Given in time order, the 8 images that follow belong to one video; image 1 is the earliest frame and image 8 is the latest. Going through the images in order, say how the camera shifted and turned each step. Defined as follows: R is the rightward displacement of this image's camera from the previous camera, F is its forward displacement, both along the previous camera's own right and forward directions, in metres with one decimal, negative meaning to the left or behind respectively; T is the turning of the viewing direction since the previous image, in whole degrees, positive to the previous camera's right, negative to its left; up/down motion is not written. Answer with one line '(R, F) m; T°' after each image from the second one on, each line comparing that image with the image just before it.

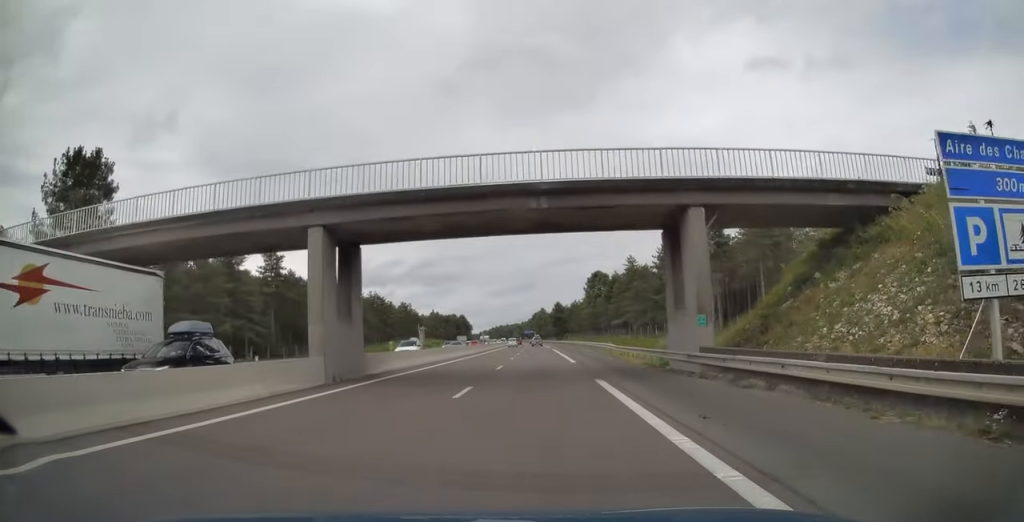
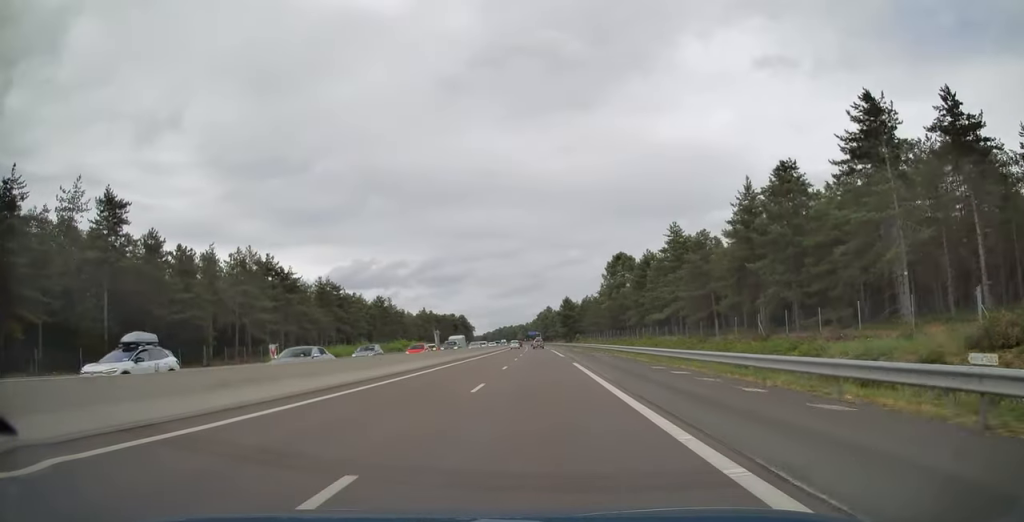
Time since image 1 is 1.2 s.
(-0.4, +37.7) m; -1°
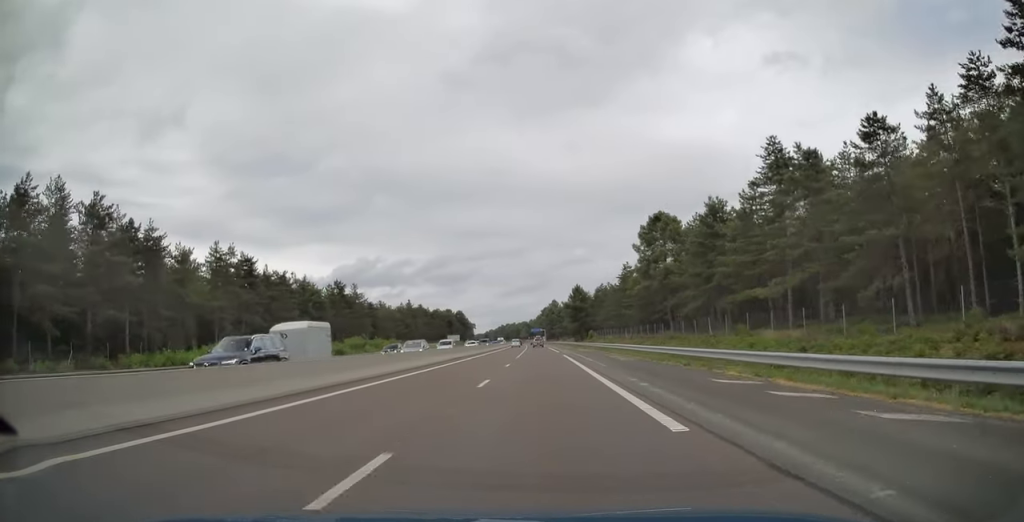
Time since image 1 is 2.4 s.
(-0.1, +38.8) m; 0°
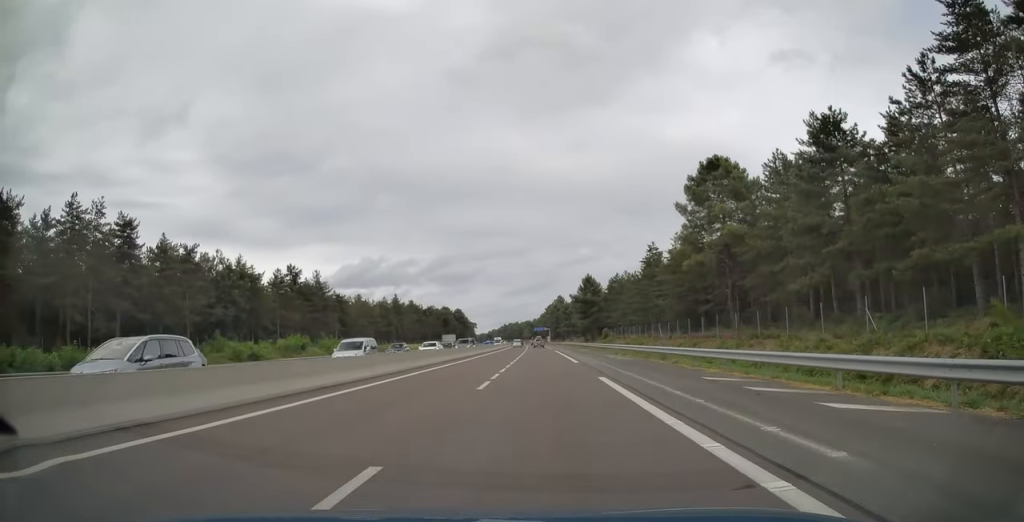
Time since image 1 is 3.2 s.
(-0.1, +27.4) m; 0°
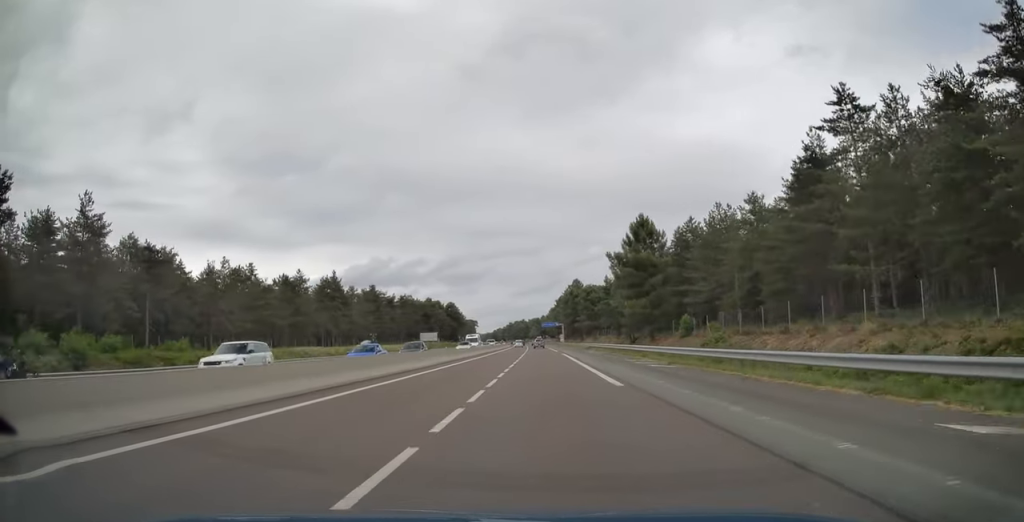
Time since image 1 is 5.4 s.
(-0.9, +69.4) m; -1°
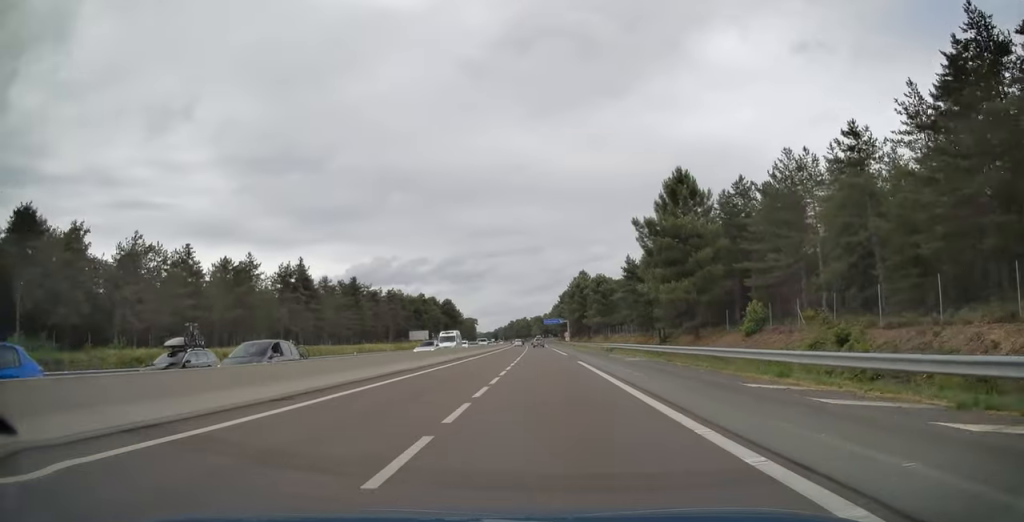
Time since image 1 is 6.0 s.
(0.0, +21.0) m; 0°
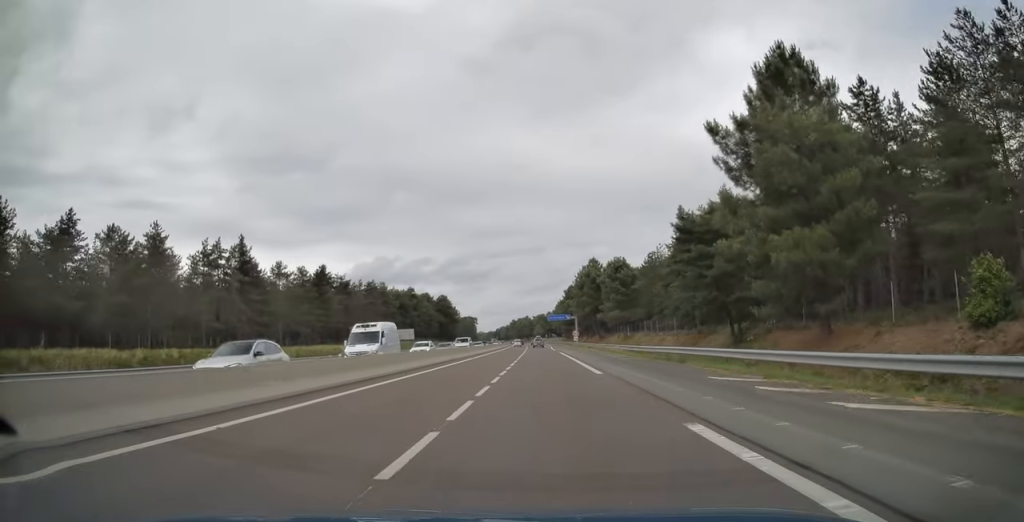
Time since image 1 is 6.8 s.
(+0.1, +25.8) m; 0°
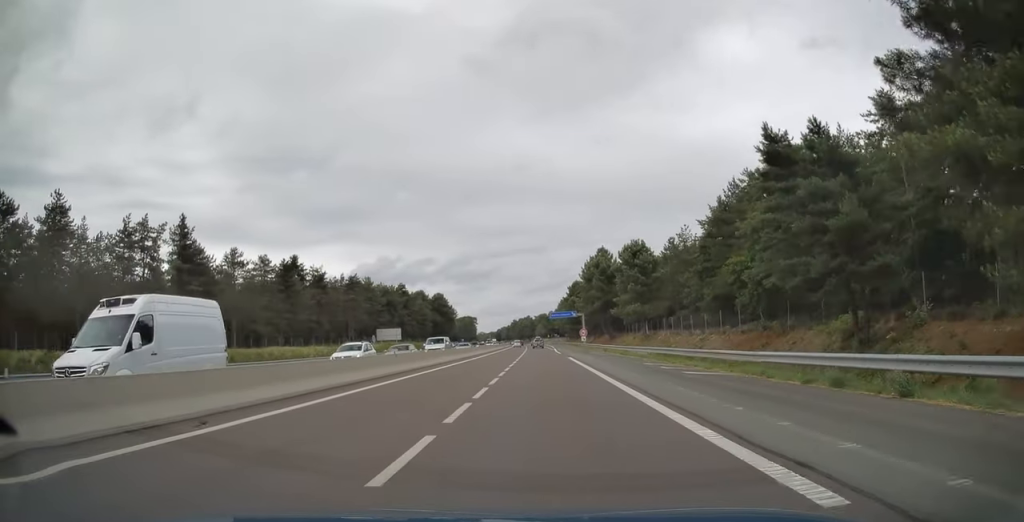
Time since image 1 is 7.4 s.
(-0.1, +17.8) m; 0°
